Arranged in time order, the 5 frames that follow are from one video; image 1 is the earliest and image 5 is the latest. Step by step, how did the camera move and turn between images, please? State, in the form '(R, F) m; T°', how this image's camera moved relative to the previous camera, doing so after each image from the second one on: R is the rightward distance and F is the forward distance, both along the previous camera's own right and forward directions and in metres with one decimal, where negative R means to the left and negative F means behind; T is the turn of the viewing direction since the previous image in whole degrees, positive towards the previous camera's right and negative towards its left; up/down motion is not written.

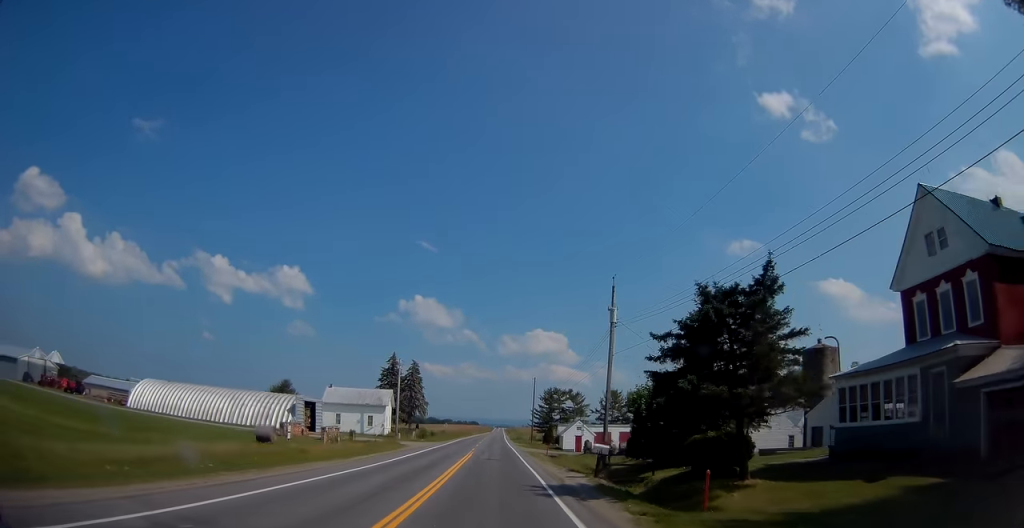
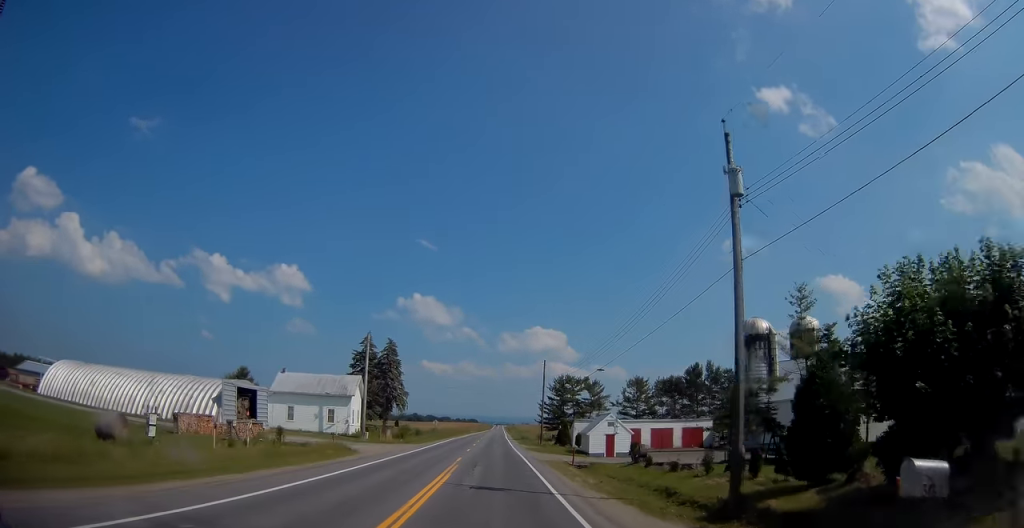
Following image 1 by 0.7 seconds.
(+0.3, +18.9) m; +1°
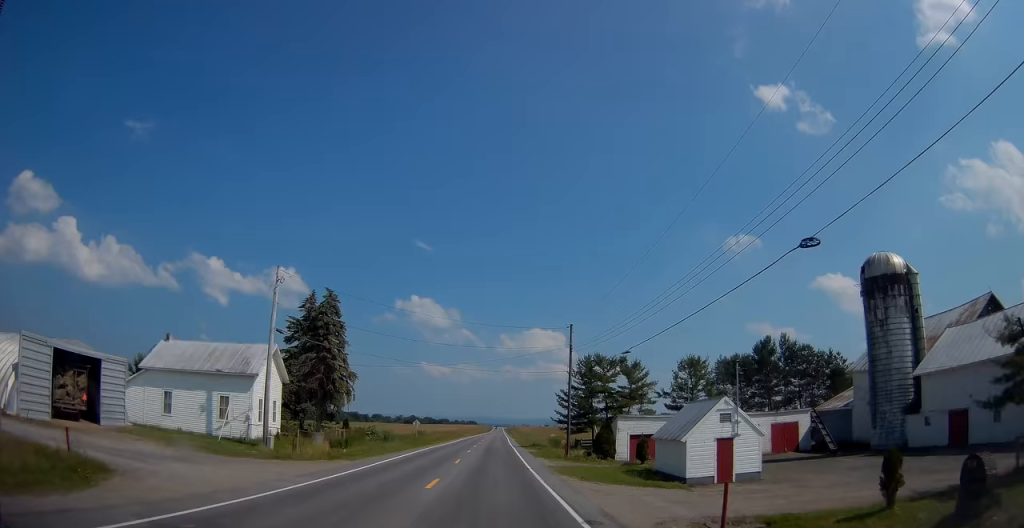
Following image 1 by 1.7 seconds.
(+0.1, +24.8) m; 0°
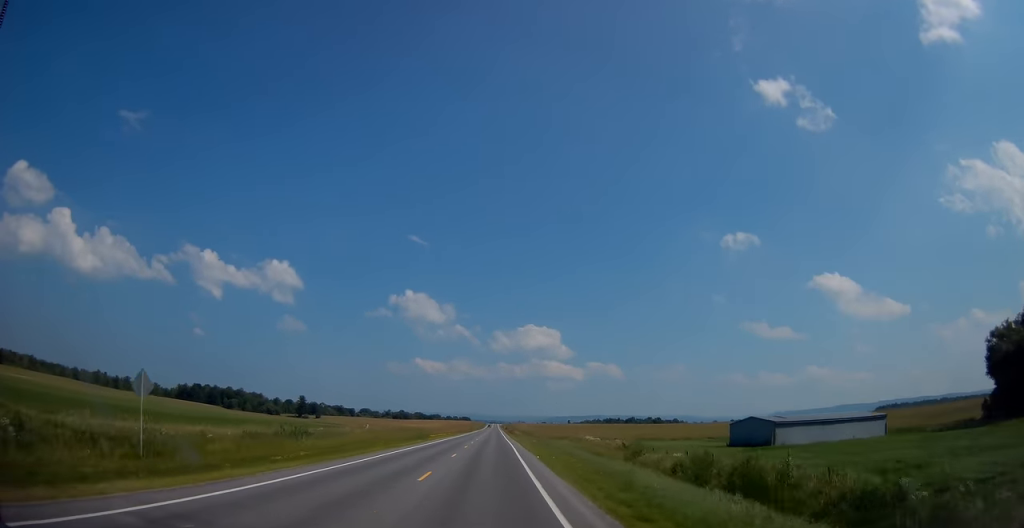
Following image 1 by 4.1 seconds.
(-0.3, +60.8) m; 0°
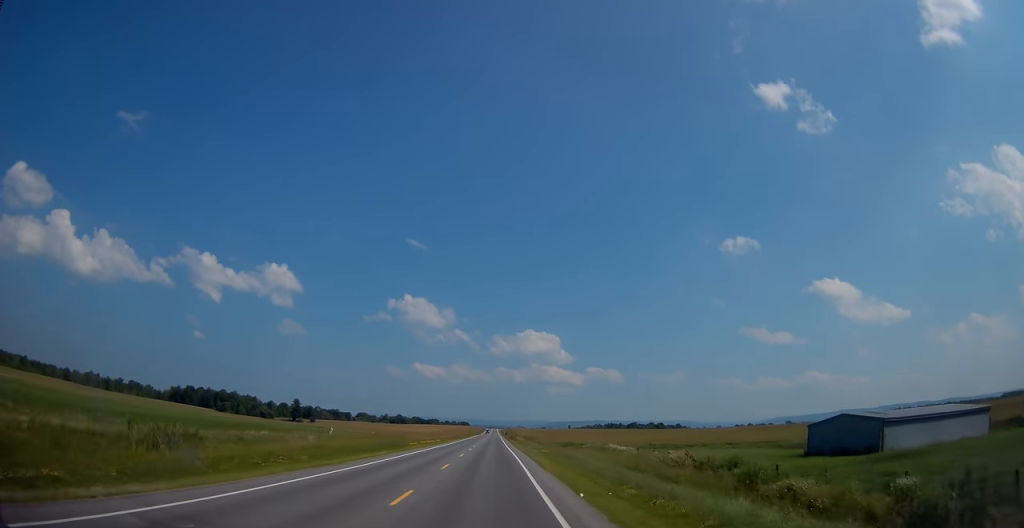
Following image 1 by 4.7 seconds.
(+0.1, +17.2) m; 0°
